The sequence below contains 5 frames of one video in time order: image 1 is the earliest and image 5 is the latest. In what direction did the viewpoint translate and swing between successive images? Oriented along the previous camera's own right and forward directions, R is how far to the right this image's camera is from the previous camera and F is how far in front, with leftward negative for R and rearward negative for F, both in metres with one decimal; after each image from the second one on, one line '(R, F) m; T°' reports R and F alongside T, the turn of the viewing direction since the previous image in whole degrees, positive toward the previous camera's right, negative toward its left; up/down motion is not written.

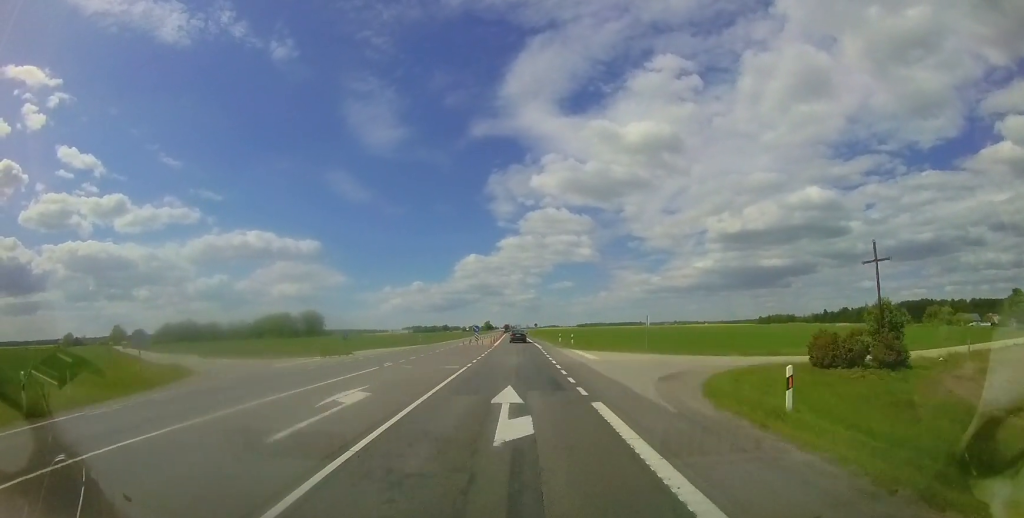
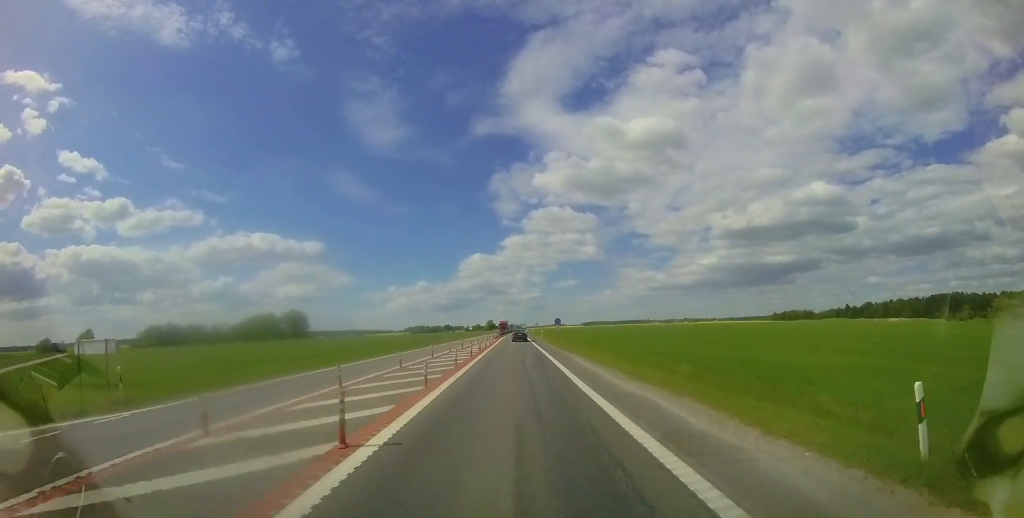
(-0.7, +34.8) m; -1°
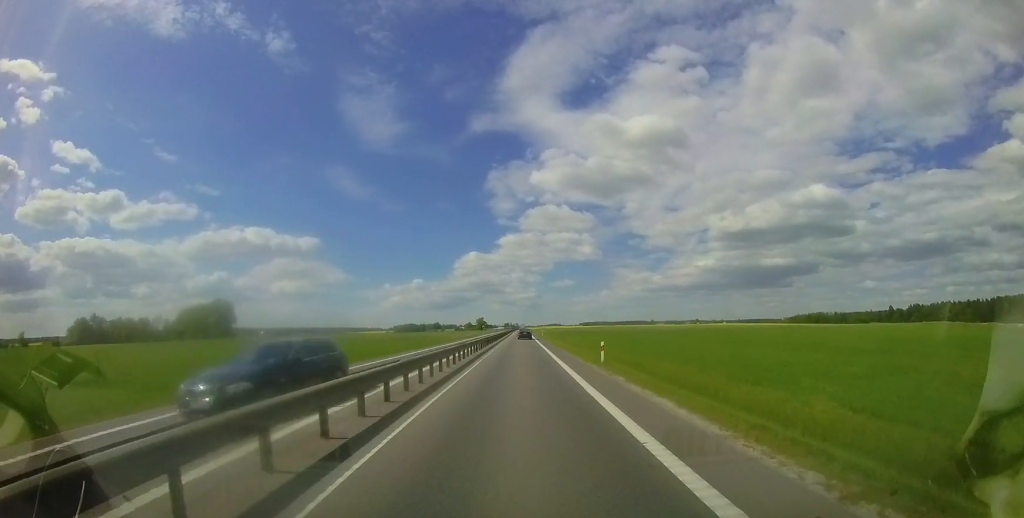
(+0.4, +84.4) m; +1°
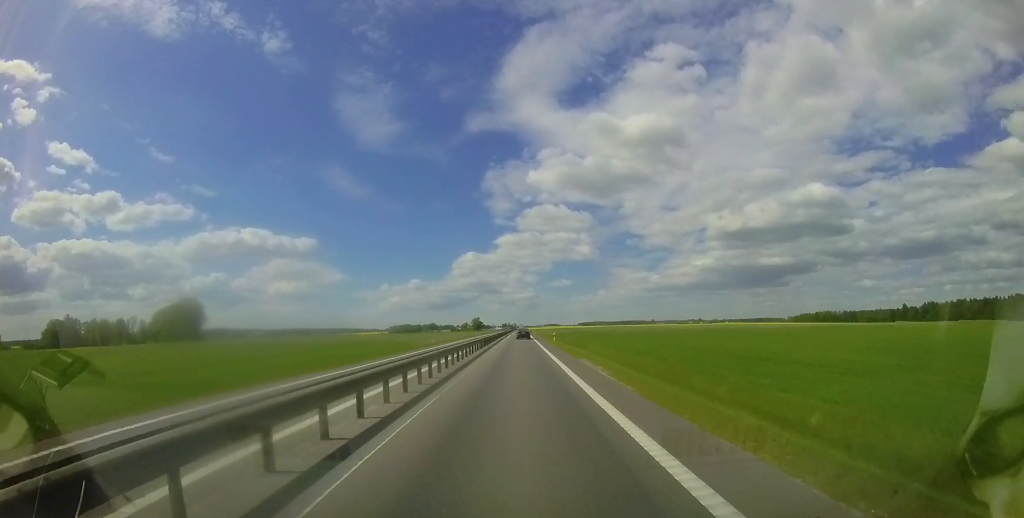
(+0.2, +25.6) m; 0°
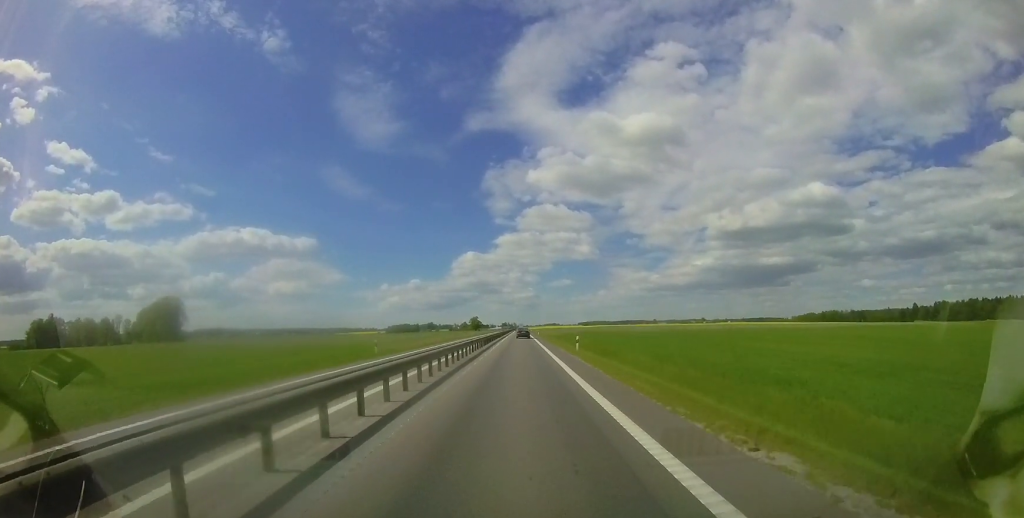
(-0.2, +16.0) m; 0°
